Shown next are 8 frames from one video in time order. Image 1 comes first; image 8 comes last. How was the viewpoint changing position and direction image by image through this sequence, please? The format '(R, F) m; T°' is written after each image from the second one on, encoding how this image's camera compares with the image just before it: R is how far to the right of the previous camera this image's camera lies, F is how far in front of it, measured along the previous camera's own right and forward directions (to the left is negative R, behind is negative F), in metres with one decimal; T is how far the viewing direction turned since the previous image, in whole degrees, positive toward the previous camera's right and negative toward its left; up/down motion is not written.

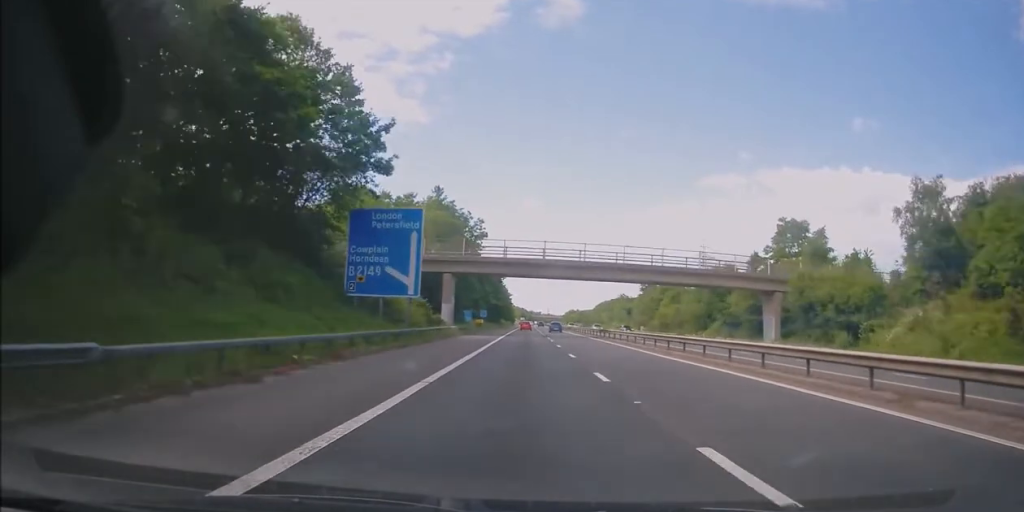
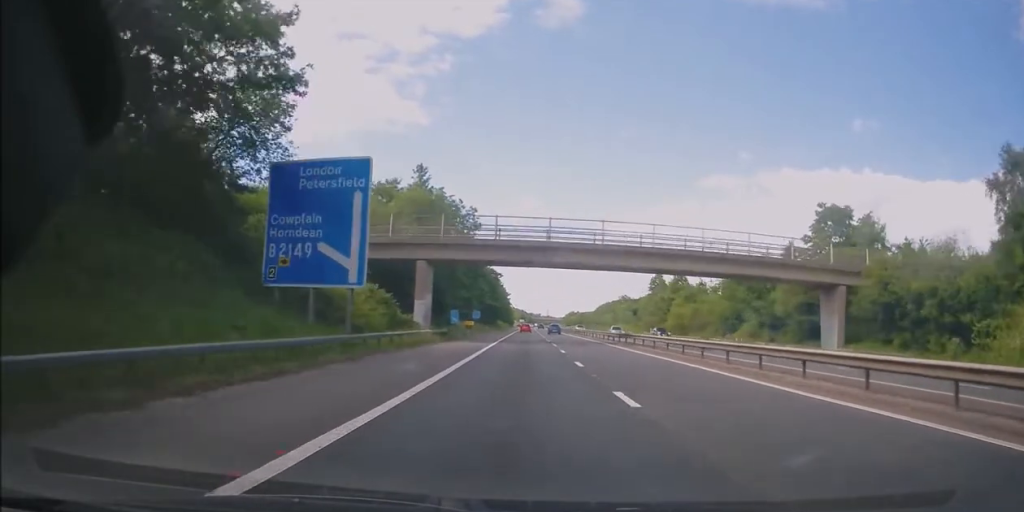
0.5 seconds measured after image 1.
(0.0, +12.7) m; 0°
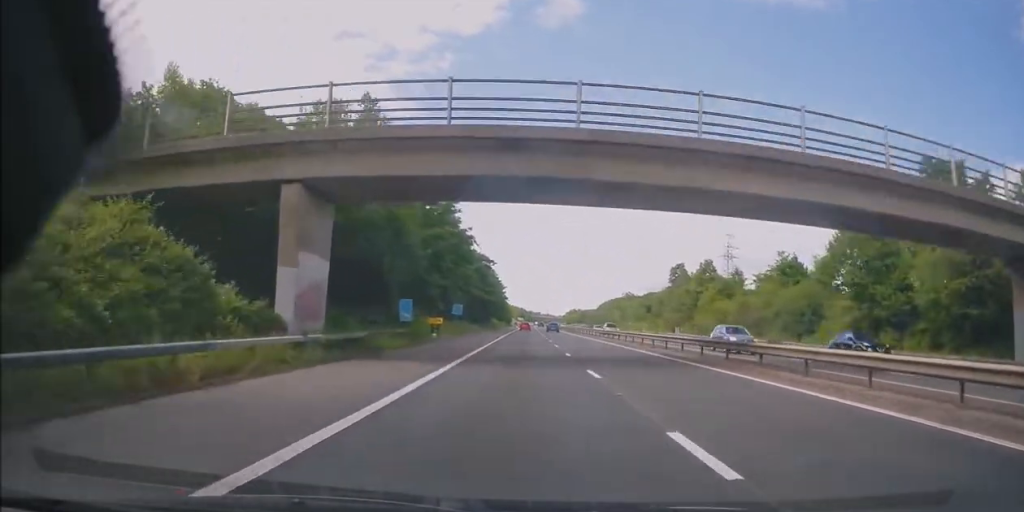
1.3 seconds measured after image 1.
(0.0, +22.8) m; 0°
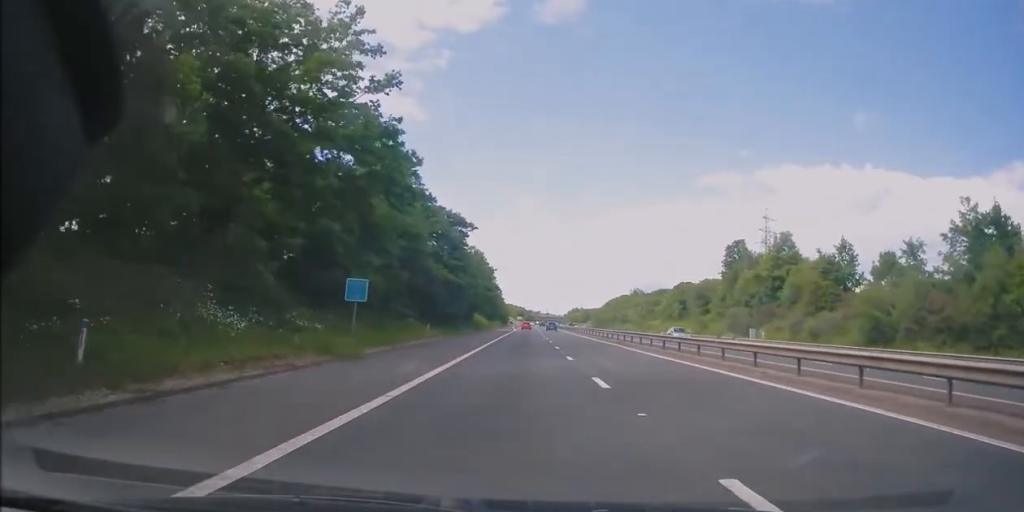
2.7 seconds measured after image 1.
(-0.2, +38.5) m; -1°
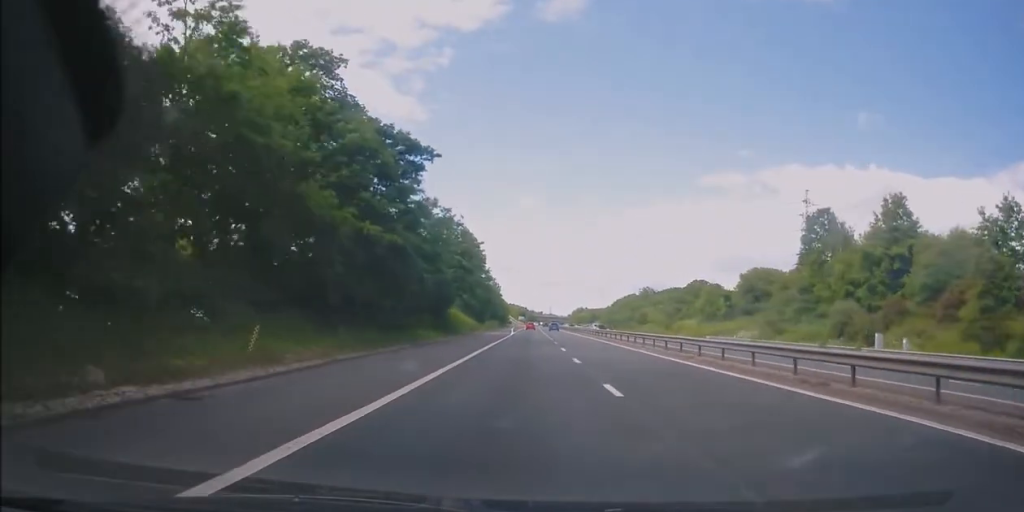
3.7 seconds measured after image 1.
(0.0, +28.5) m; 0°
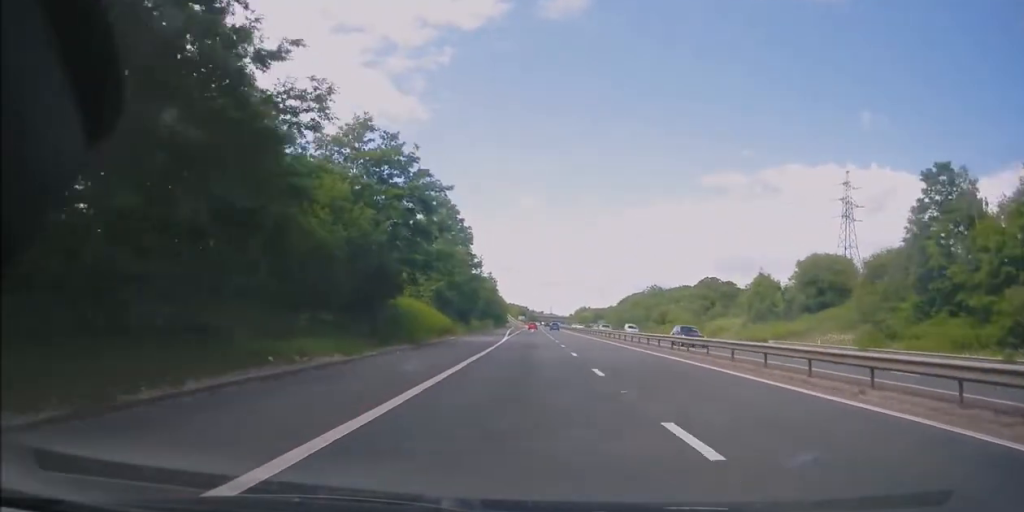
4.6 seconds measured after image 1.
(0.0, +22.9) m; 0°
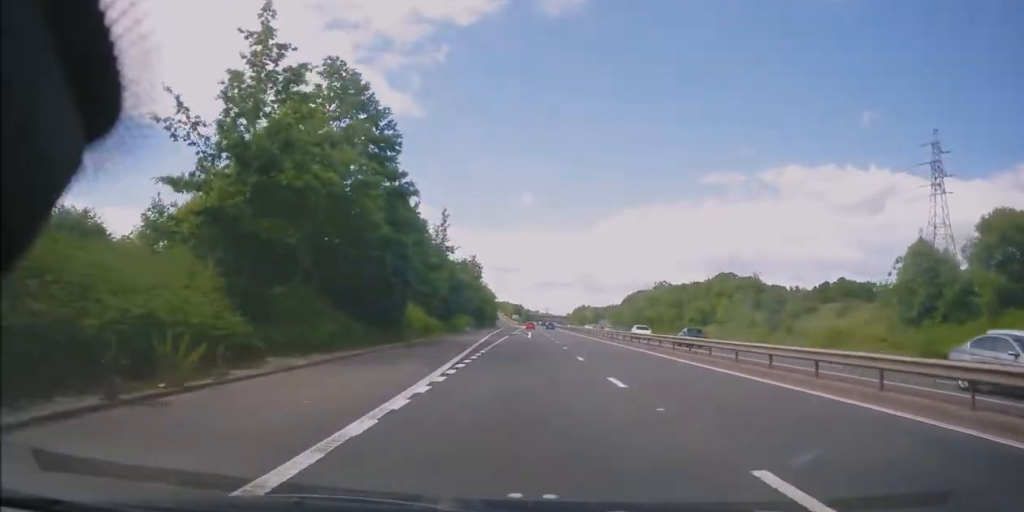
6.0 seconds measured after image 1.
(+0.1, +38.7) m; +1°
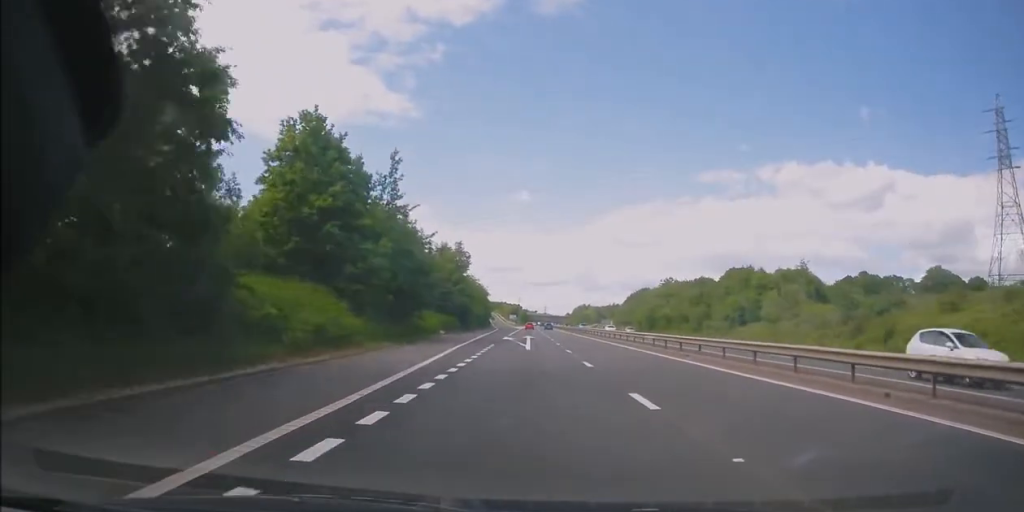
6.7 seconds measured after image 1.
(+0.1, +21.4) m; 0°
